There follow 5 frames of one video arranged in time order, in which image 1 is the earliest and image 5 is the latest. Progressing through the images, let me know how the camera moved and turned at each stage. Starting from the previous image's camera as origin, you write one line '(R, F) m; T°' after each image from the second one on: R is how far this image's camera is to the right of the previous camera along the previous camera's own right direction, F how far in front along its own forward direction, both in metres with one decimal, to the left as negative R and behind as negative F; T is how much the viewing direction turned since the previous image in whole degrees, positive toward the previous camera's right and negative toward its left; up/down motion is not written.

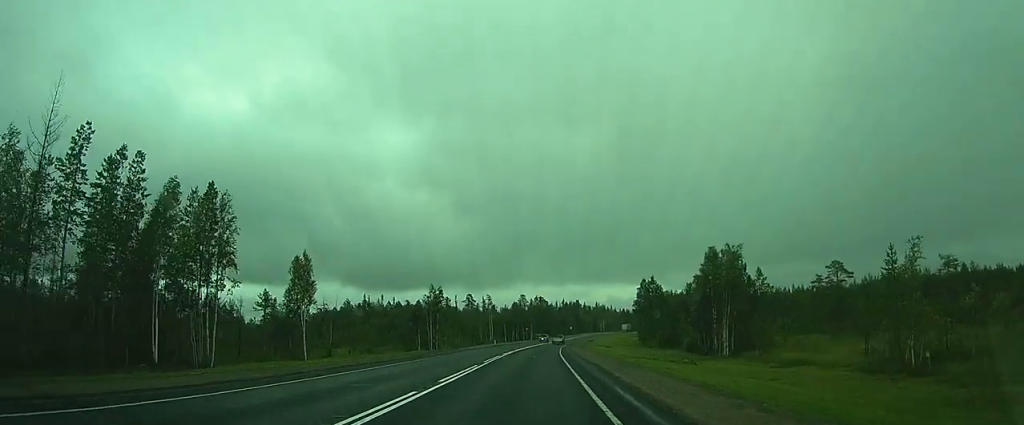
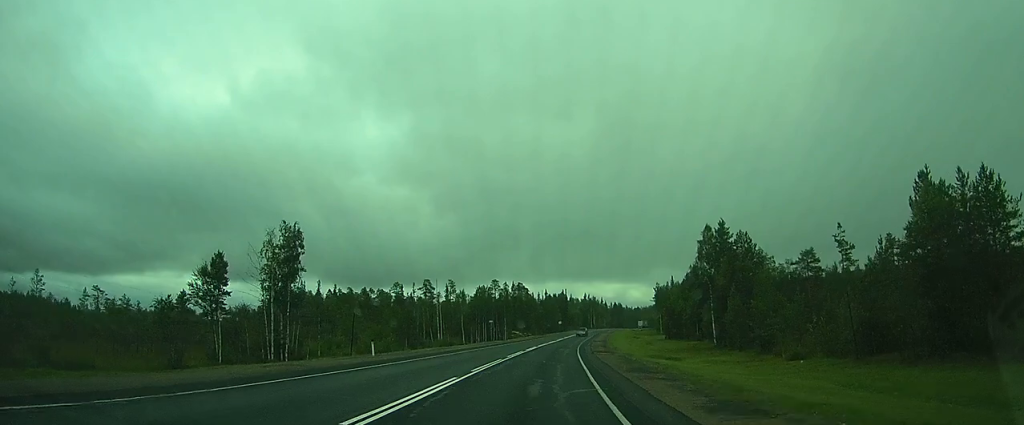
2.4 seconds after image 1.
(+1.1, +57.8) m; +2°
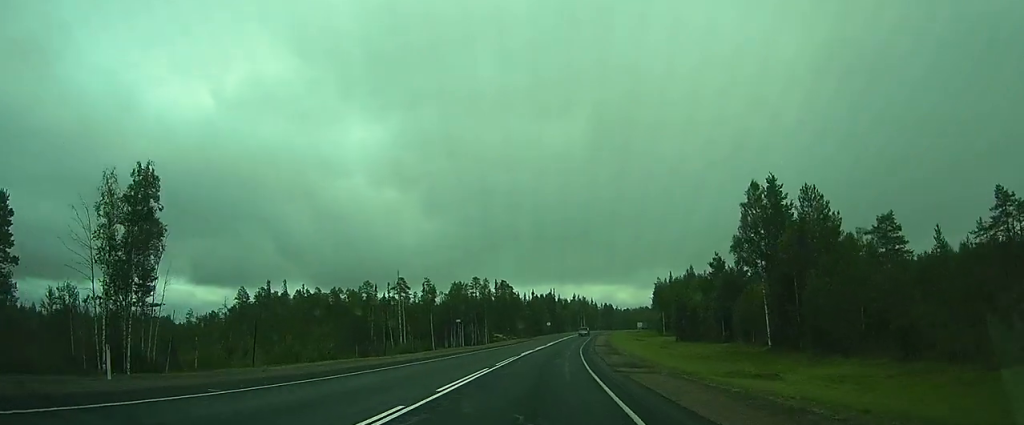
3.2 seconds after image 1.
(+0.1, +18.6) m; 0°
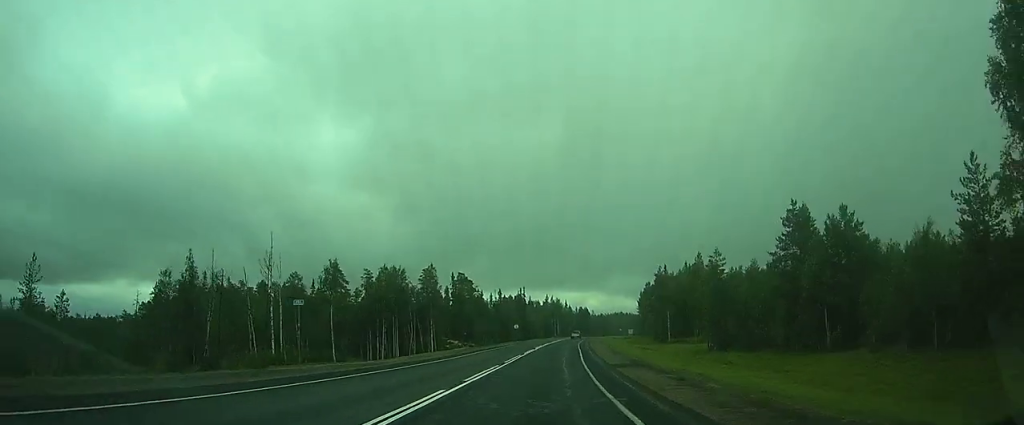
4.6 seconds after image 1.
(0.0, +32.4) m; 0°
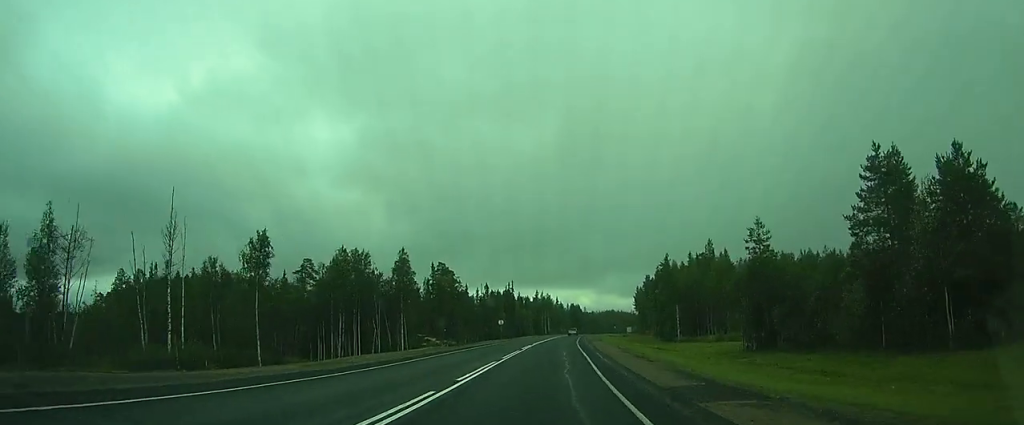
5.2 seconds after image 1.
(0.0, +13.8) m; +1°
